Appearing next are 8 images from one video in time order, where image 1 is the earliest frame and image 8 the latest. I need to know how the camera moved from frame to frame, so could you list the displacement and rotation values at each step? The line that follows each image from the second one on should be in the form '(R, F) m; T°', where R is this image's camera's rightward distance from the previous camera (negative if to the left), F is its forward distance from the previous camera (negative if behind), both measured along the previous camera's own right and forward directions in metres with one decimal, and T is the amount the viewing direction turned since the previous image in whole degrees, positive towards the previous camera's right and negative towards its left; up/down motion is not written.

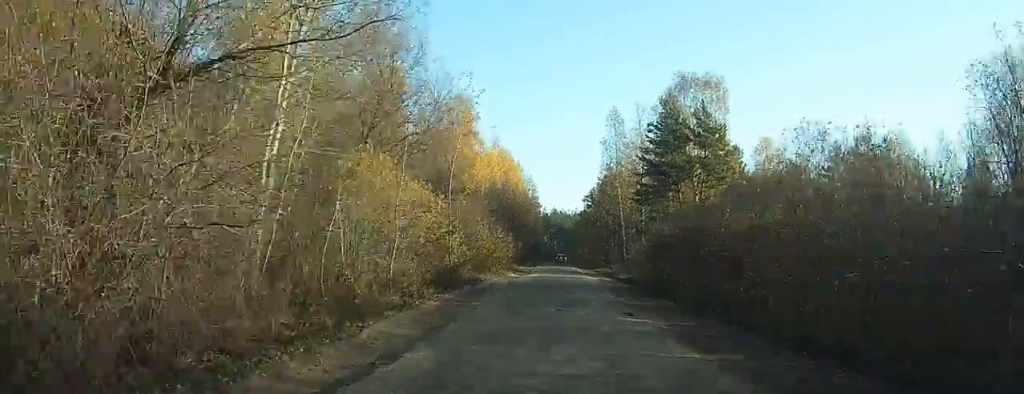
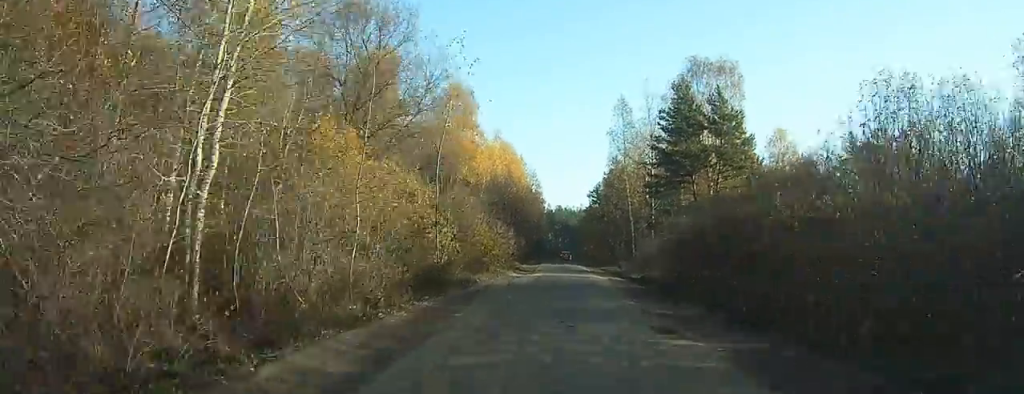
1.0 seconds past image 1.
(0.0, +3.8) m; +1°
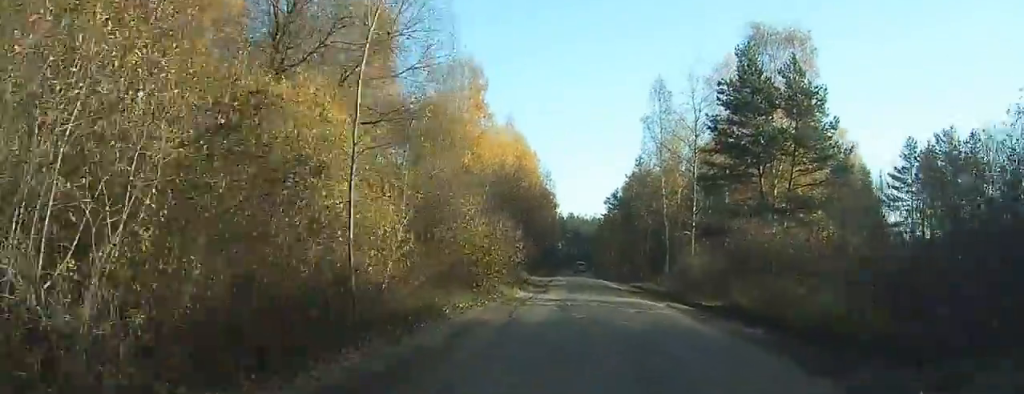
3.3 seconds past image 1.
(+0.3, +10.1) m; +4°
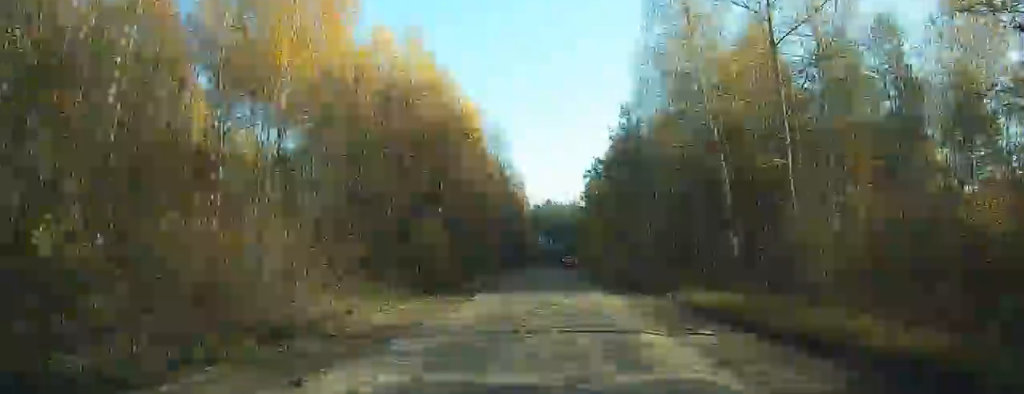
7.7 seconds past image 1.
(+1.0, +27.5) m; +1°
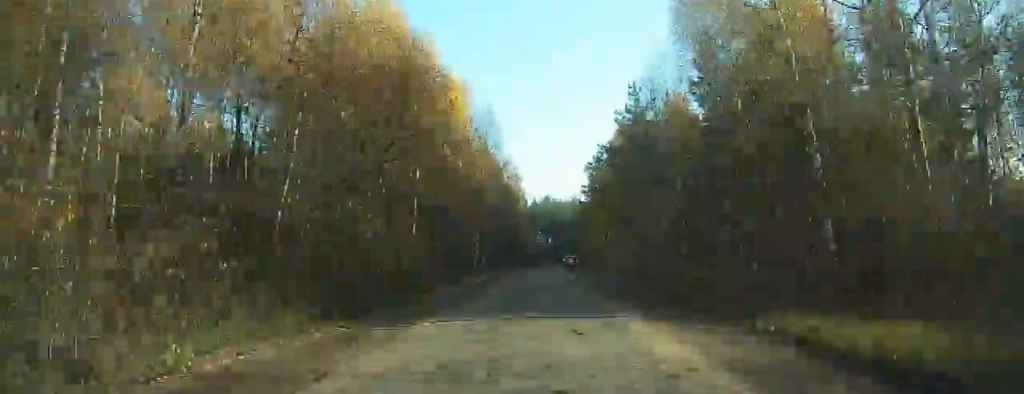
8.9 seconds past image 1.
(-0.2, +8.3) m; -1°
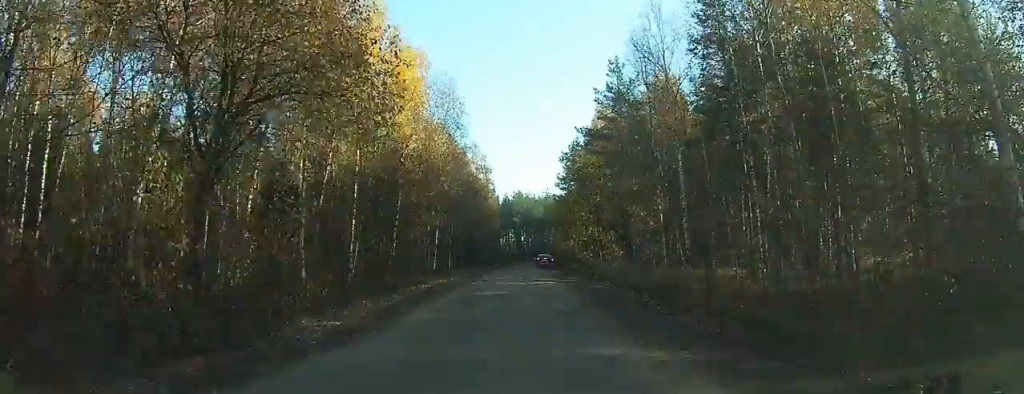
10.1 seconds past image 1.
(0.0, +7.6) m; 0°
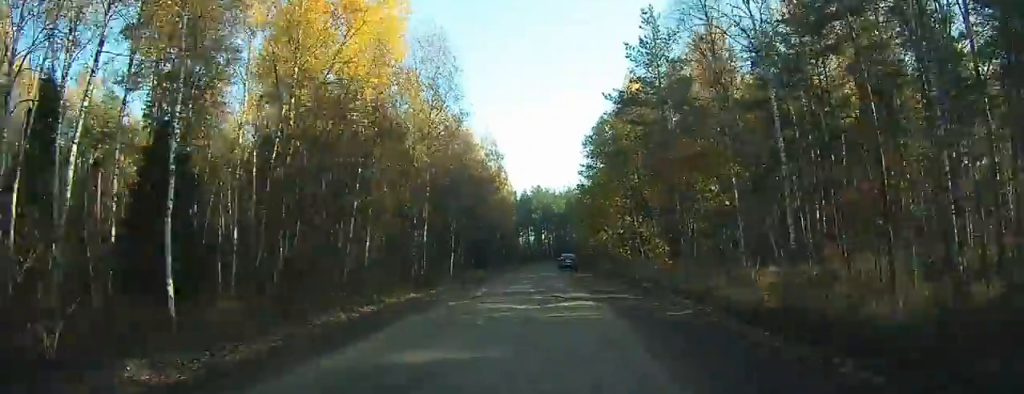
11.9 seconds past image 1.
(0.0, +11.3) m; 0°
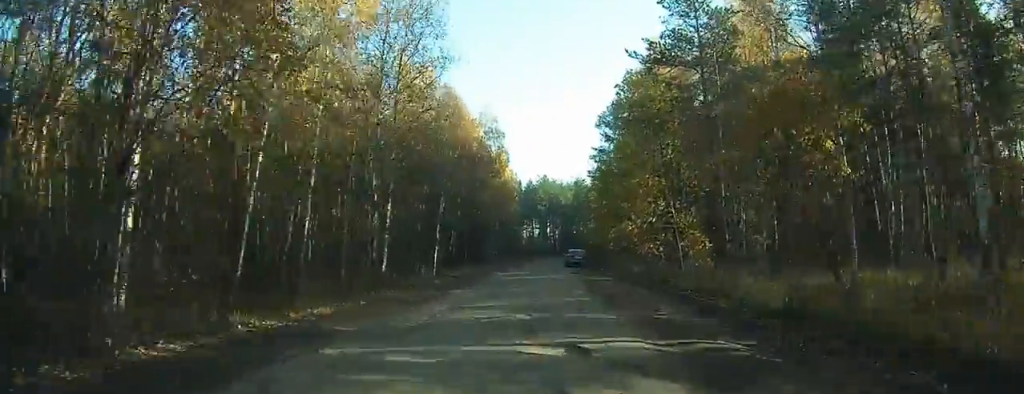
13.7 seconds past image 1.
(-0.1, +10.0) m; 0°
